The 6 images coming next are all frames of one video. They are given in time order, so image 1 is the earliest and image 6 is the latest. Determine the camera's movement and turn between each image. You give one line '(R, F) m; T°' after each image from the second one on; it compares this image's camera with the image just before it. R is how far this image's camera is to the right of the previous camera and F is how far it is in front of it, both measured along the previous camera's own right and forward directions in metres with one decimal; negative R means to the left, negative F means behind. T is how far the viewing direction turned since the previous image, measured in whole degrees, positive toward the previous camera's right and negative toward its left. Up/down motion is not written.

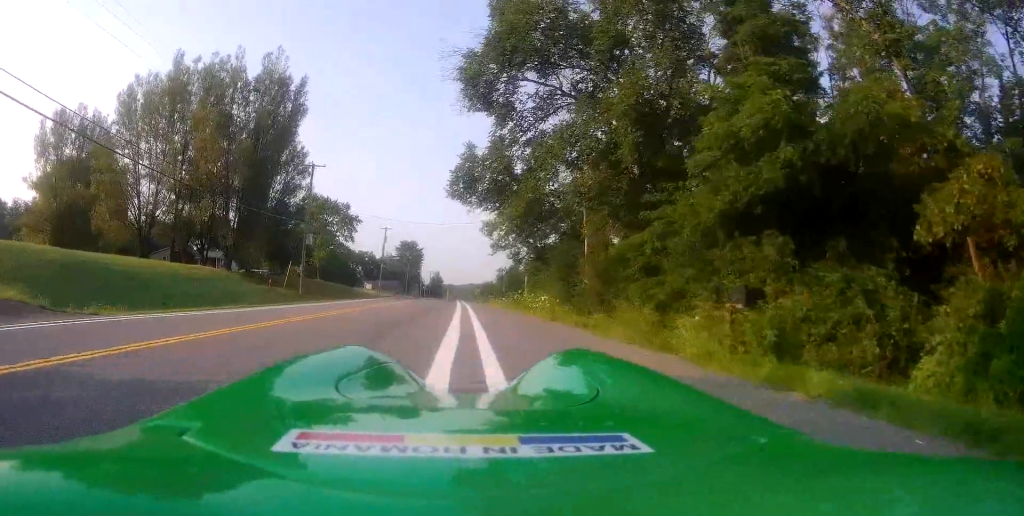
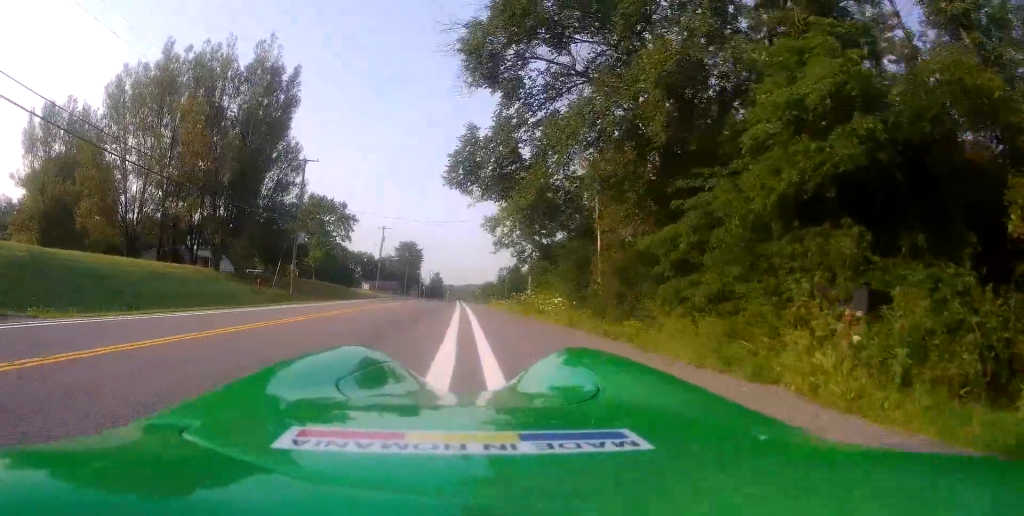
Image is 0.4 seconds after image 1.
(0.0, +2.7) m; 0°
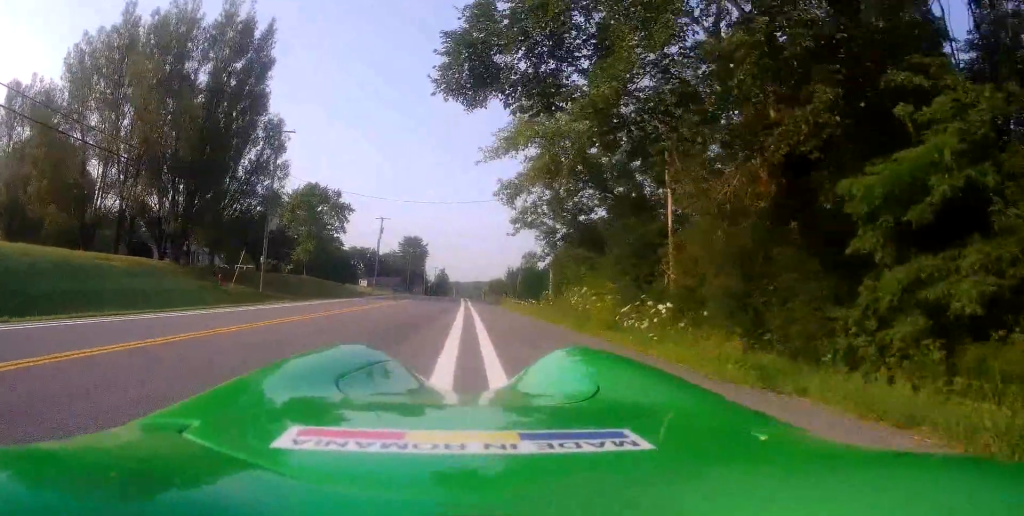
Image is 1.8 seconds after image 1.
(0.0, +8.6) m; 0°
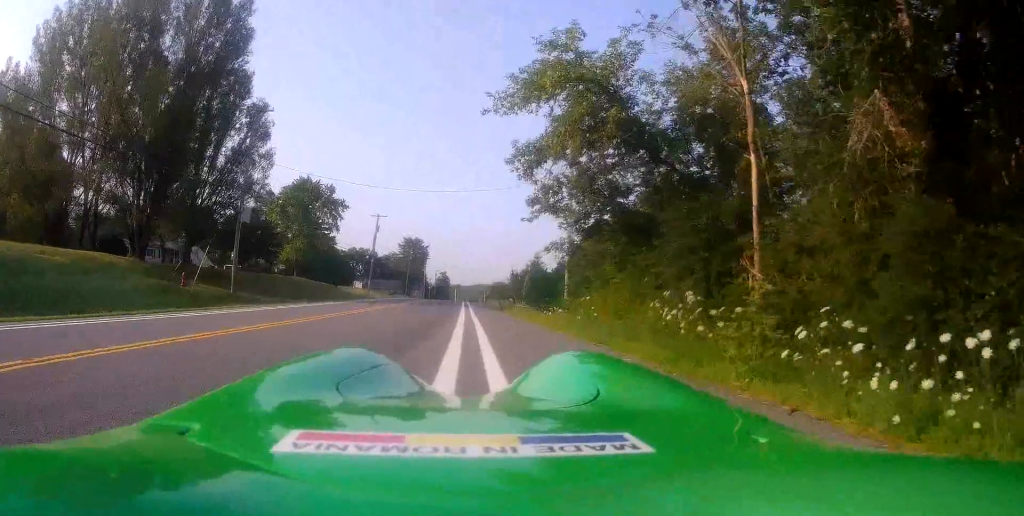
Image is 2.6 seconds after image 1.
(0.0, +5.5) m; 0°
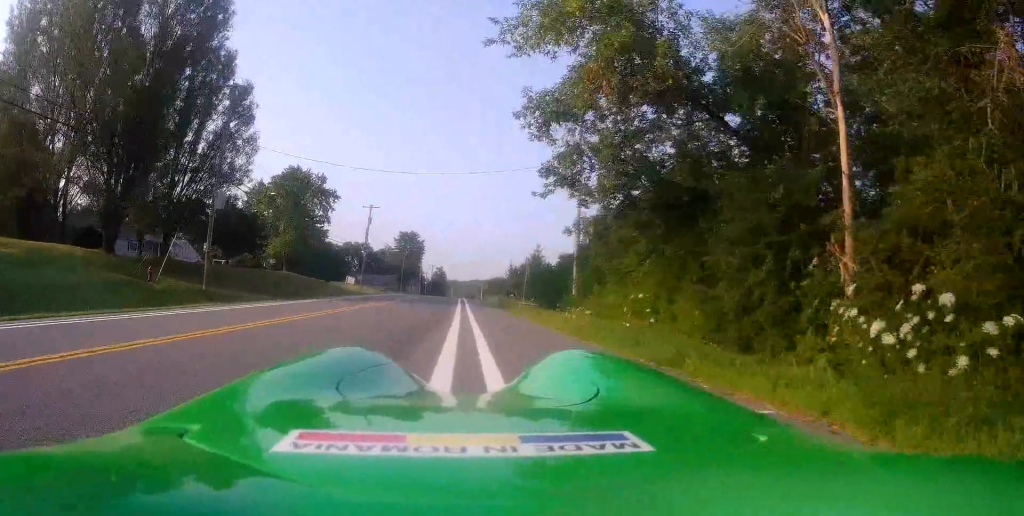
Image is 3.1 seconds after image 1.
(0.0, +3.7) m; 0°
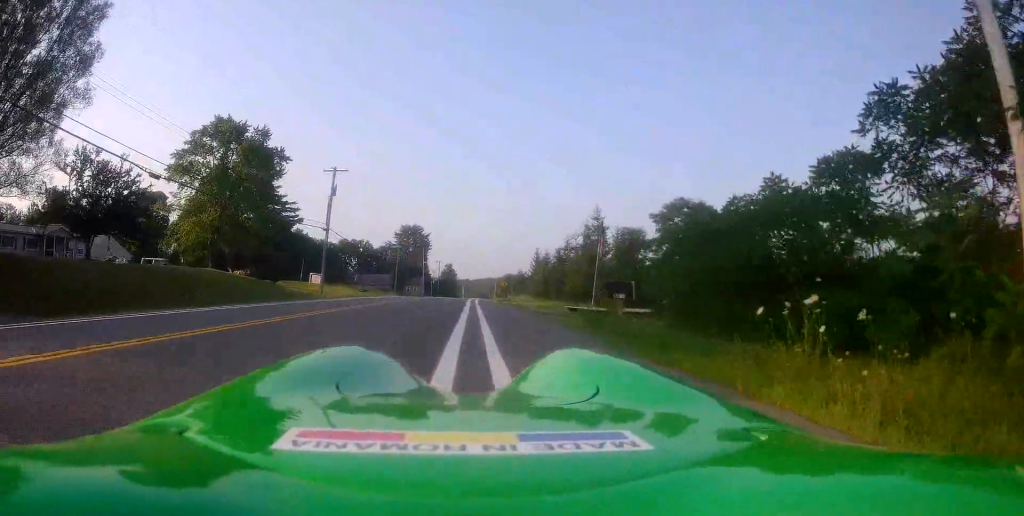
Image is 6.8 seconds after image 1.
(0.0, +26.2) m; 0°
